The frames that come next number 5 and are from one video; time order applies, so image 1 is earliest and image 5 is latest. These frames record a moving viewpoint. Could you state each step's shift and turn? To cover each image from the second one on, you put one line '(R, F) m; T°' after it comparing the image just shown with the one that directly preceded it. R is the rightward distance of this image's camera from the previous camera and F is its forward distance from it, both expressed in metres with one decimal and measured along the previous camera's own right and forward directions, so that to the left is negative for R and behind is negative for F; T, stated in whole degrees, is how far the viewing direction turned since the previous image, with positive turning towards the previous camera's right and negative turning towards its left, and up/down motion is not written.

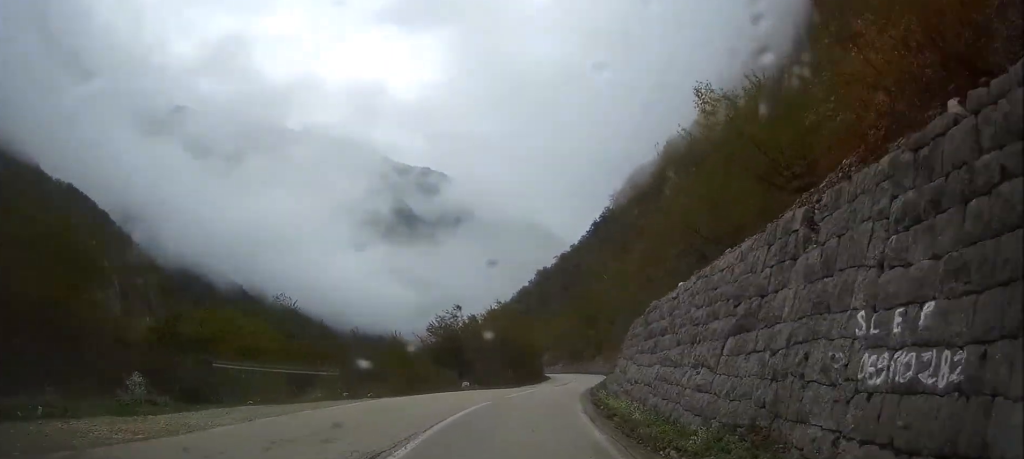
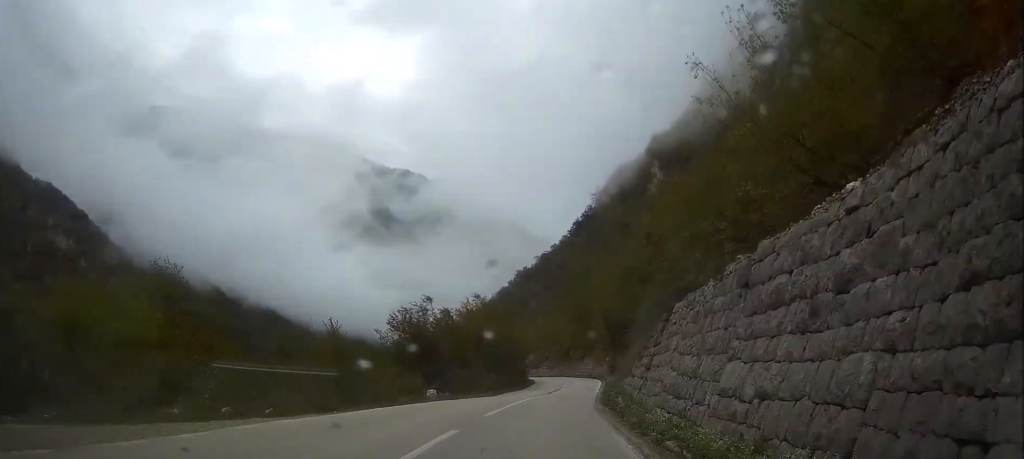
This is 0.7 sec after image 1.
(0.0, +9.9) m; +1°
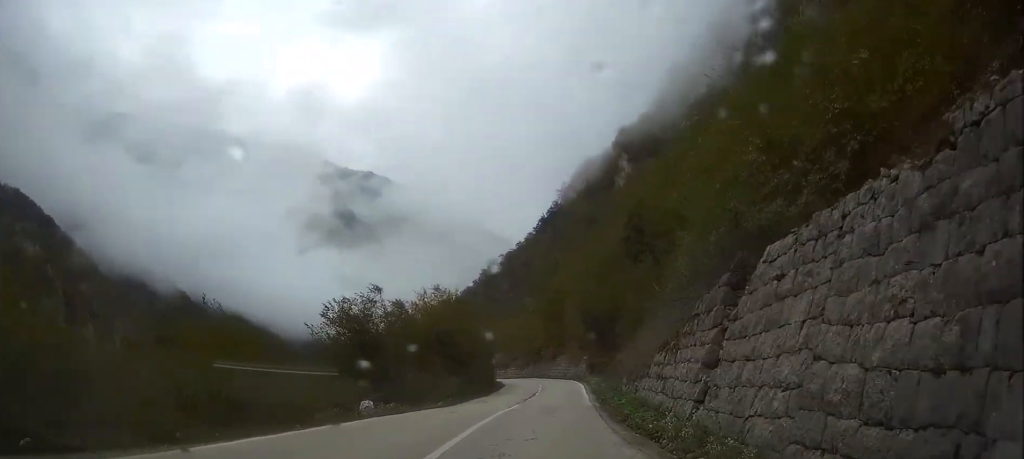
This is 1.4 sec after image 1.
(+0.1, +8.4) m; +2°
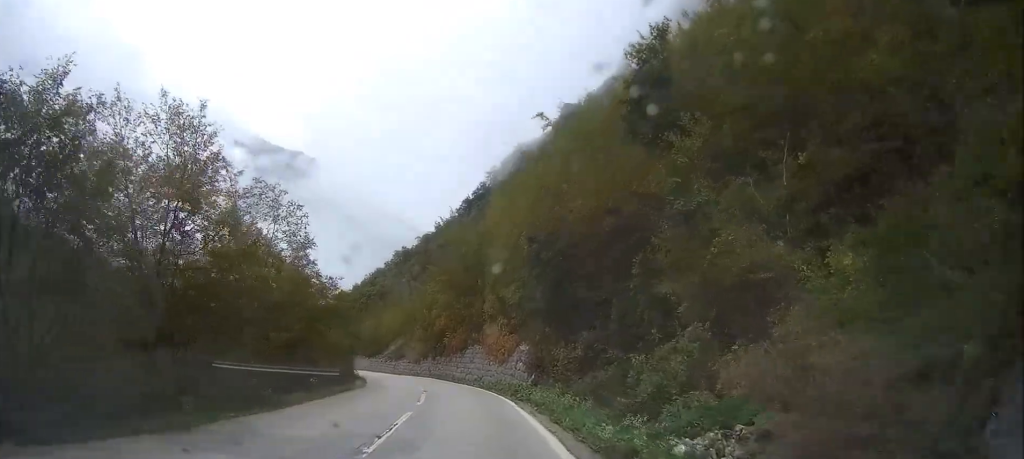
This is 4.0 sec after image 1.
(+3.1, +34.0) m; +7°
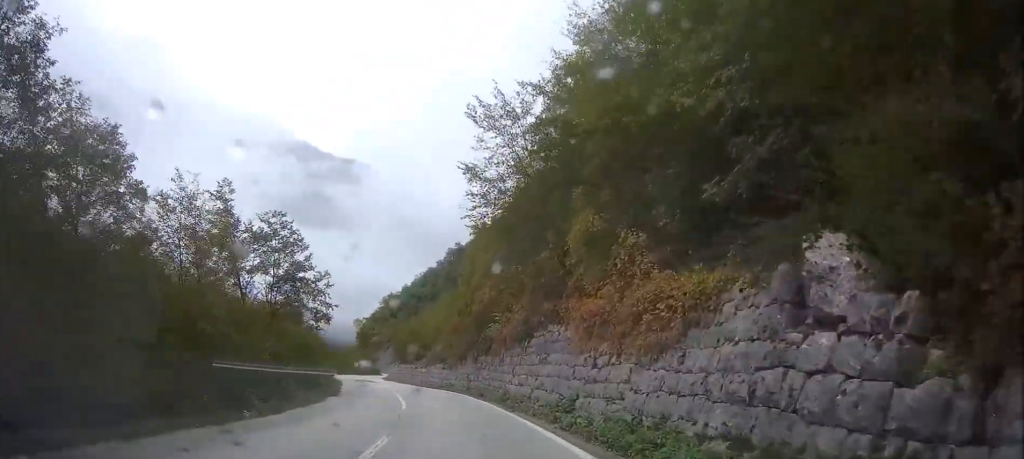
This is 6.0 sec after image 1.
(-1.4, +27.1) m; -9°
